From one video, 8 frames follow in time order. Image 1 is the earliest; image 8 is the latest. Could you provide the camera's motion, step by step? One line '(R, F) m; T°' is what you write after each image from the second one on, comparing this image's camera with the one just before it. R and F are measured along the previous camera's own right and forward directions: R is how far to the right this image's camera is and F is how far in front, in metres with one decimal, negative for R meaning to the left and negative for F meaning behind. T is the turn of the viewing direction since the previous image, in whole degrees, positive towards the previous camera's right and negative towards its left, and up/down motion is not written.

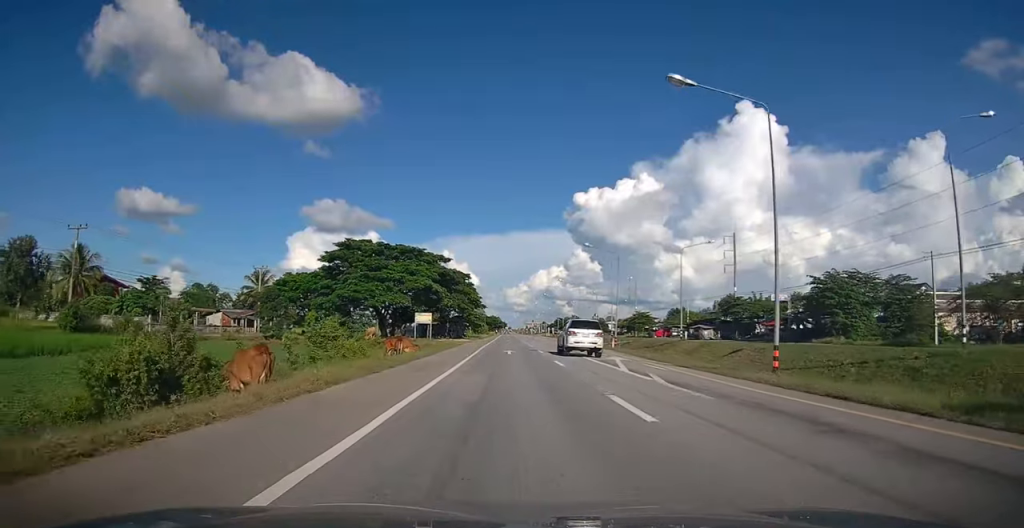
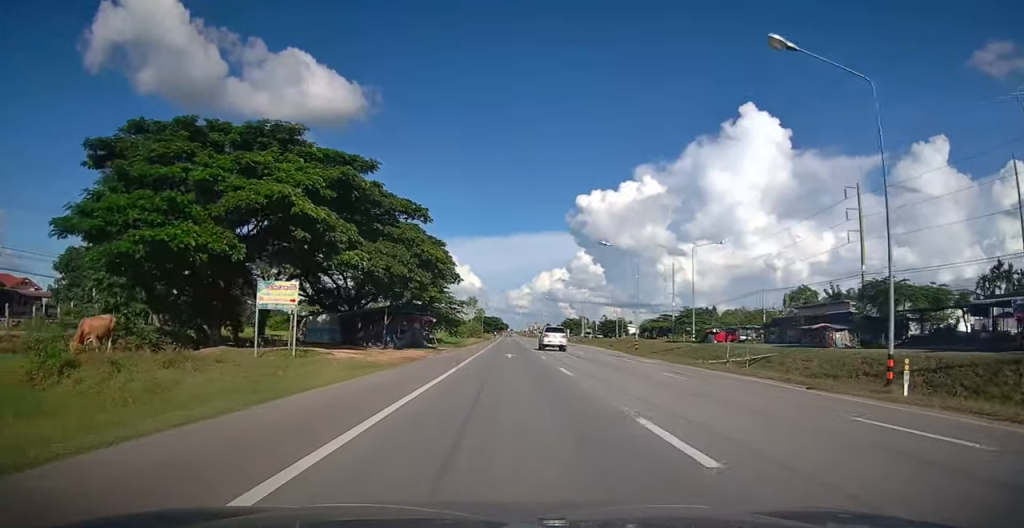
(-0.5, +38.2) m; 0°
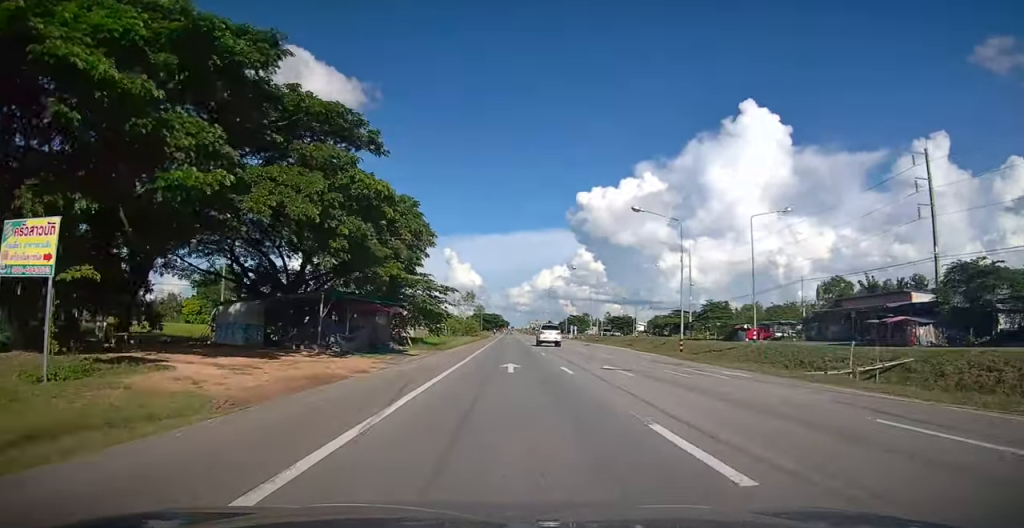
(0.0, +12.6) m; 0°
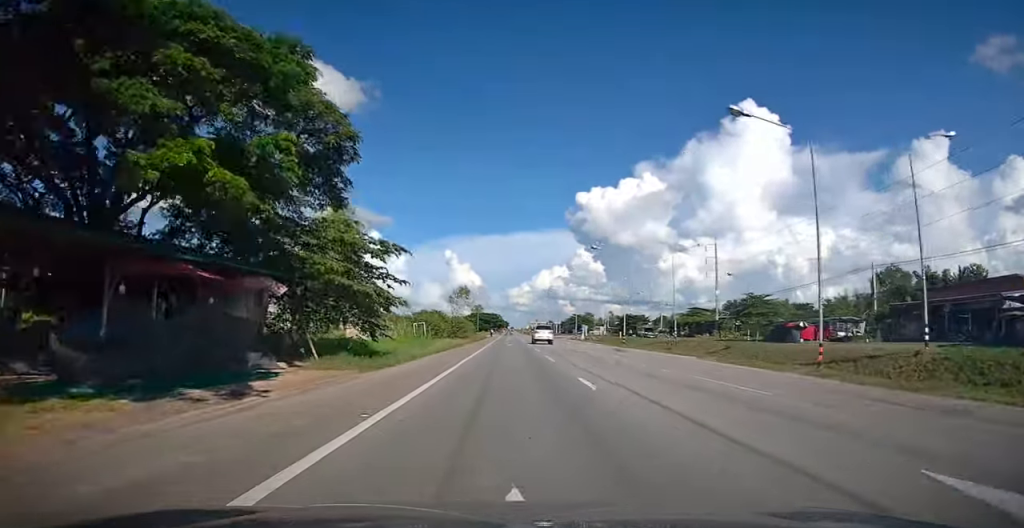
(+0.1, +16.8) m; 0°
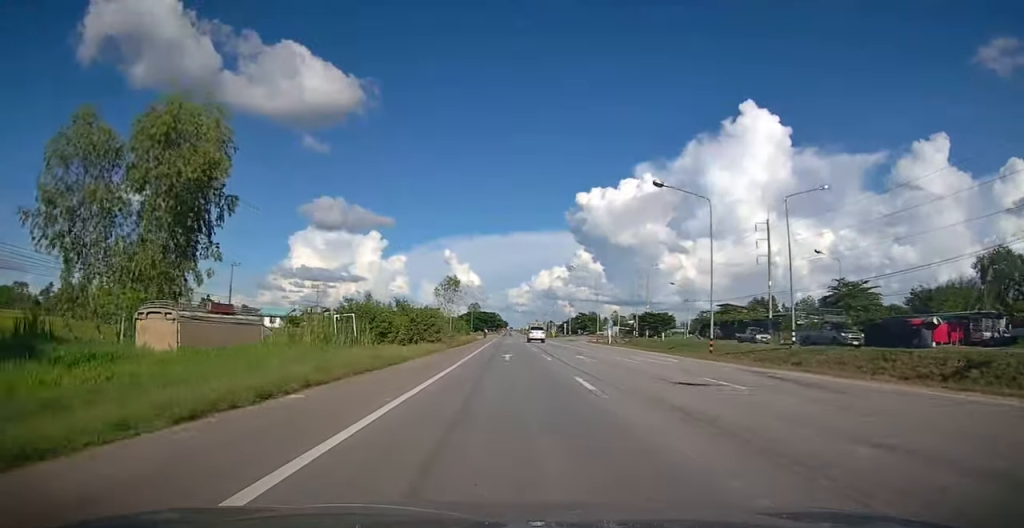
(-0.1, +23.4) m; 0°
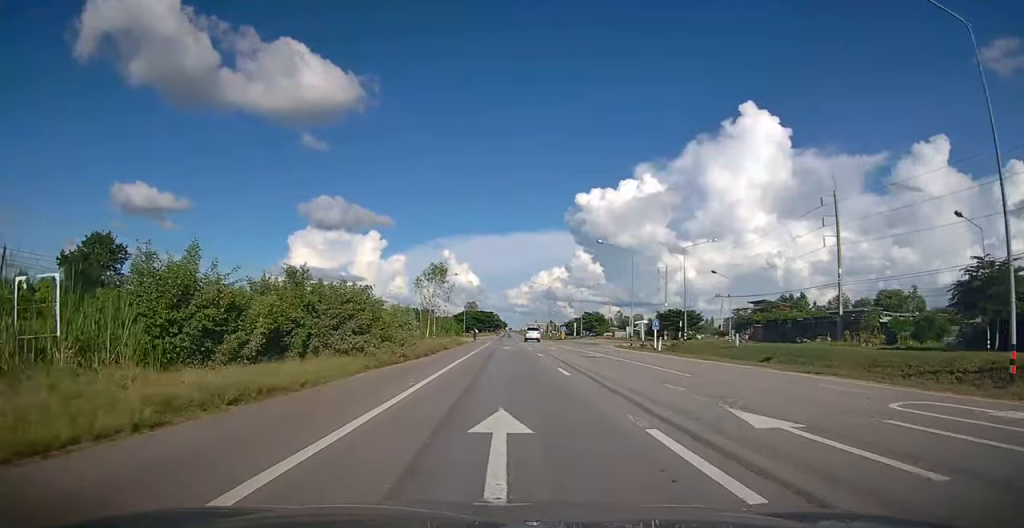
(+0.1, +20.0) m; 0°
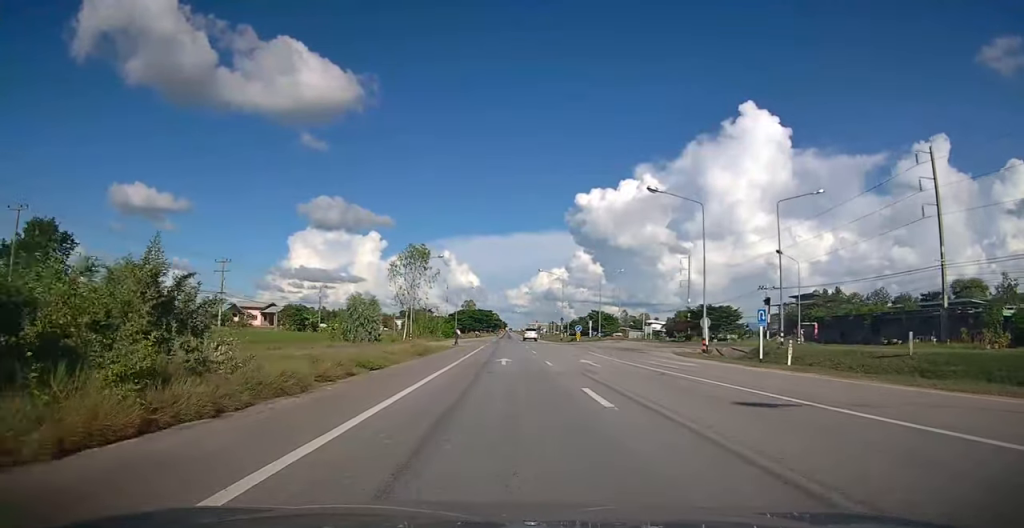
(0.0, +18.7) m; 0°
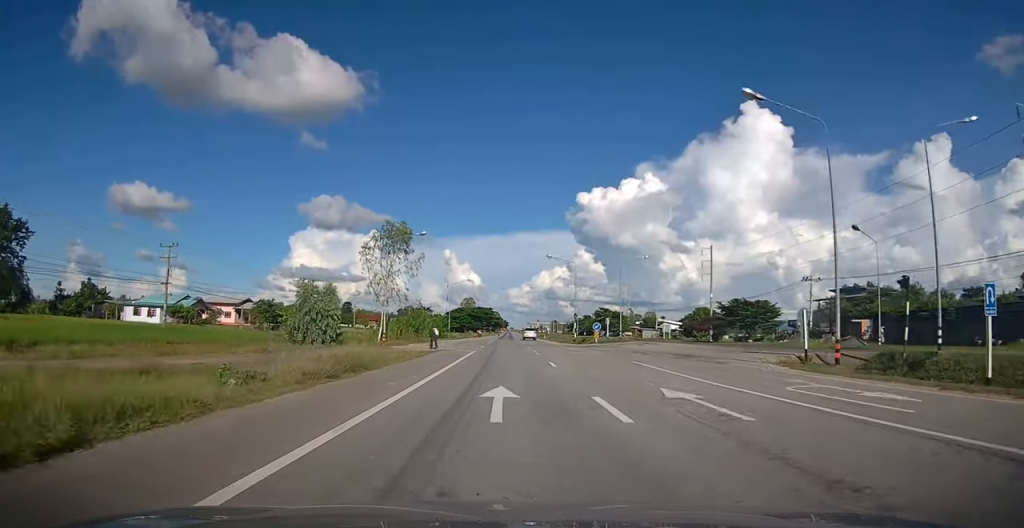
(0.0, +13.4) m; 0°
